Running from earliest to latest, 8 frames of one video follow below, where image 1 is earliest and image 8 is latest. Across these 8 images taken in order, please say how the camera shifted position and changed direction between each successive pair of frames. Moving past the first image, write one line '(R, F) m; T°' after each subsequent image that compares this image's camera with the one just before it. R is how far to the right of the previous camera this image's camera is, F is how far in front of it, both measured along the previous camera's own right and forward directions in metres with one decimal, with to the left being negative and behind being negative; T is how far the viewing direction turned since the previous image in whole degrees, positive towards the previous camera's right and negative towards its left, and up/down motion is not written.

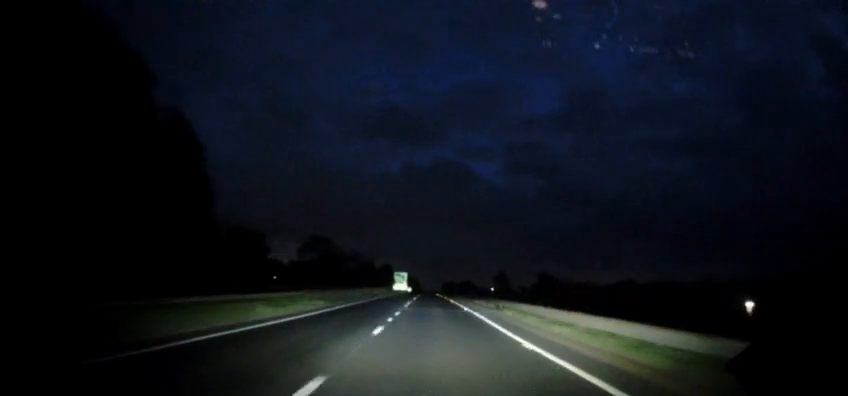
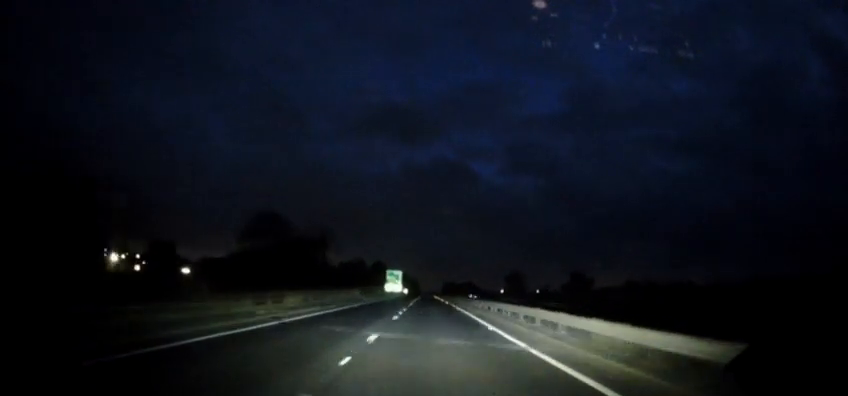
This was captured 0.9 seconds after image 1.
(0.0, +28.4) m; 0°
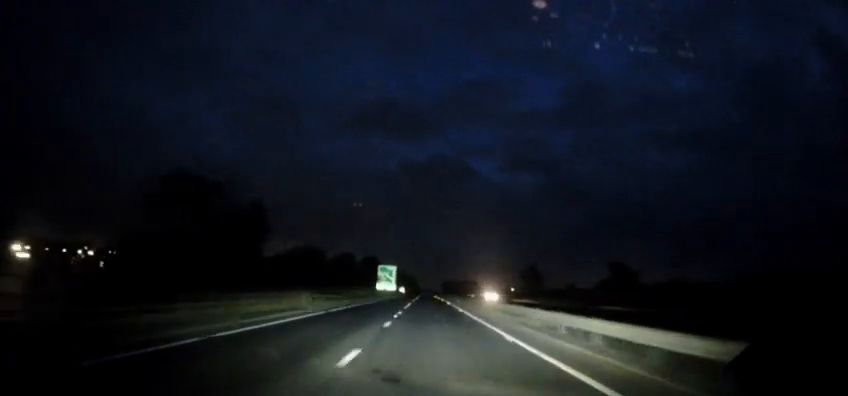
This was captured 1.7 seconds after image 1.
(+0.1, +22.3) m; 0°
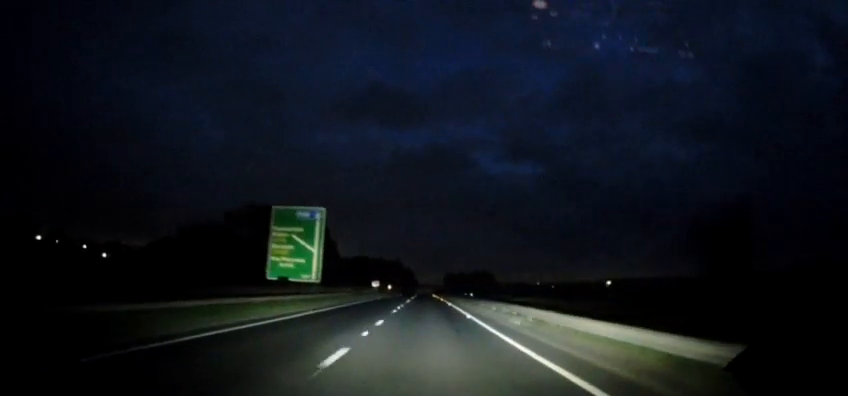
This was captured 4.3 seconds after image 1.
(-0.1, +81.3) m; +1°
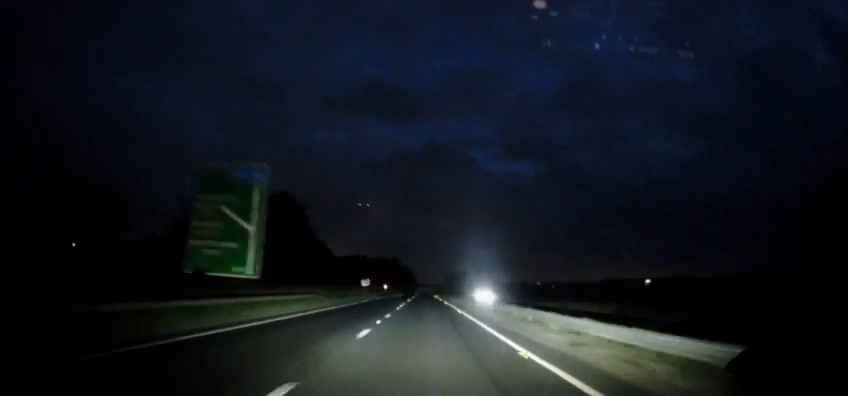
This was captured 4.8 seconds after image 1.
(0.0, +13.2) m; 0°
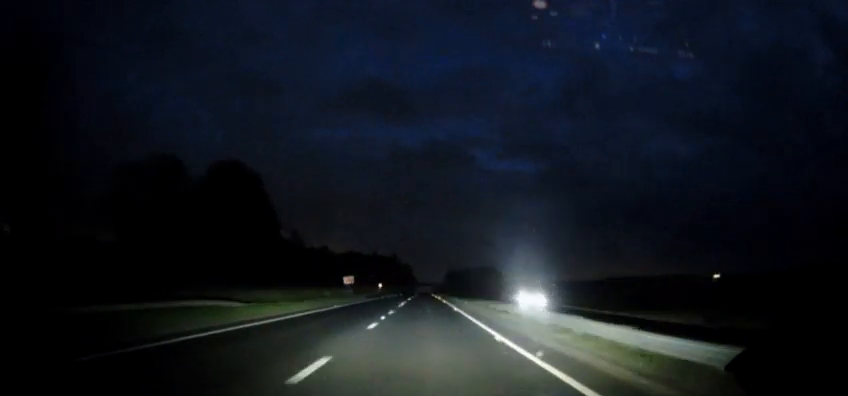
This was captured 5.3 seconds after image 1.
(+0.1, +15.3) m; 0°
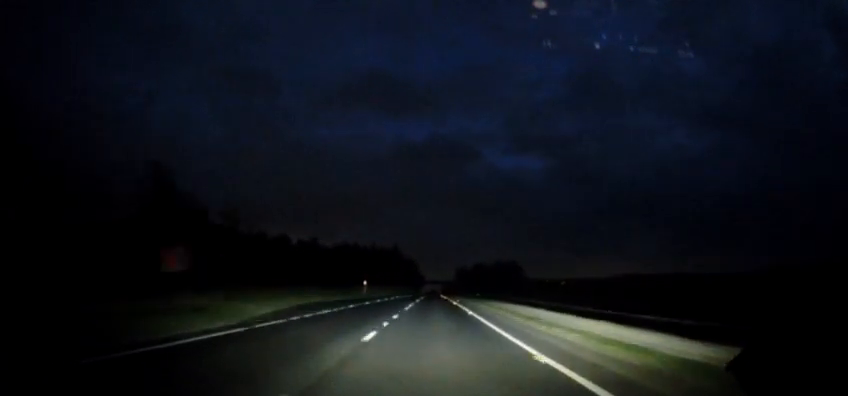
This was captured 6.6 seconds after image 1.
(-0.5, +39.5) m; -1°
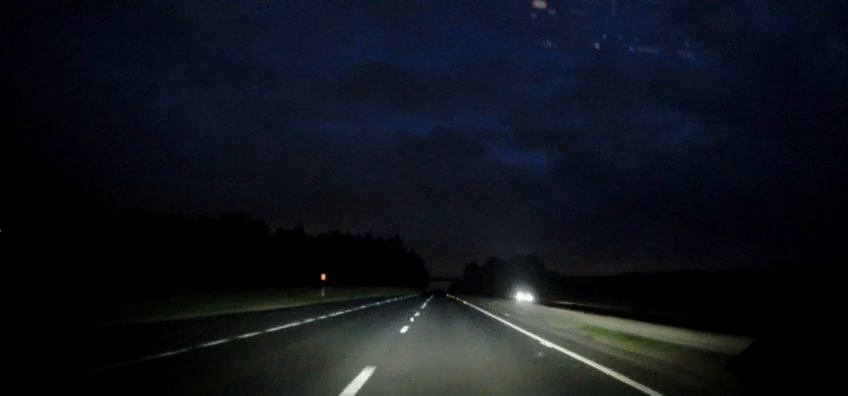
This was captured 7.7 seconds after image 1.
(+0.1, +33.5) m; 0°
